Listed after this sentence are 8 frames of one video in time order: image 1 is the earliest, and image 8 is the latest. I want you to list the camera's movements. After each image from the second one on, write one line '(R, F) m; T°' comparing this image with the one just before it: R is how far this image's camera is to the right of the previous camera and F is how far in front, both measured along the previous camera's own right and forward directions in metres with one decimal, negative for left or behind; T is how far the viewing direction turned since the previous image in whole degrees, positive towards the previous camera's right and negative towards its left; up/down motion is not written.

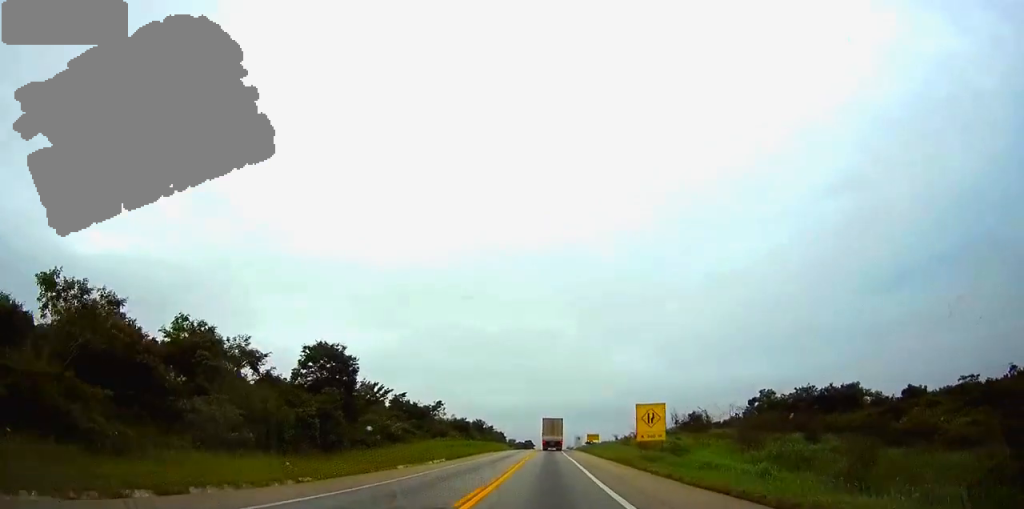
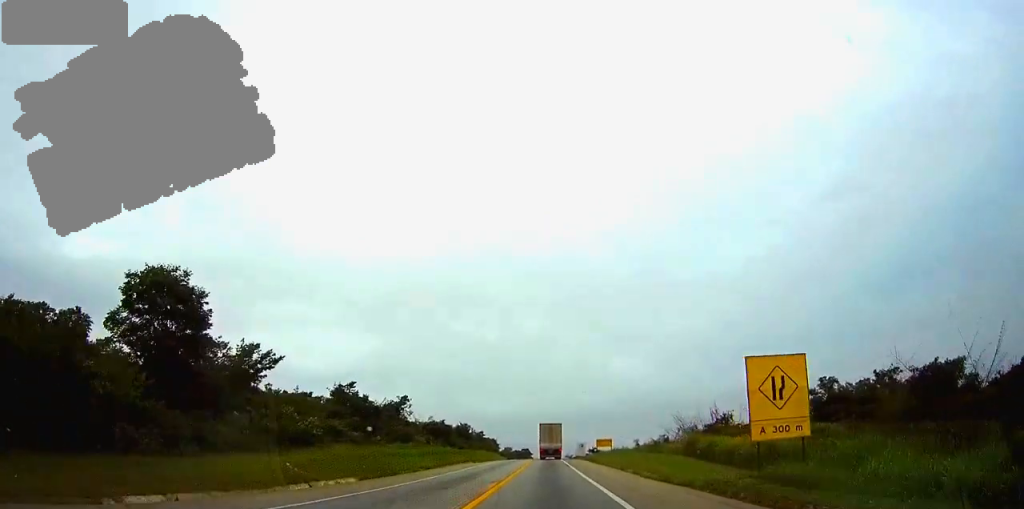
(+0.1, +26.1) m; 0°
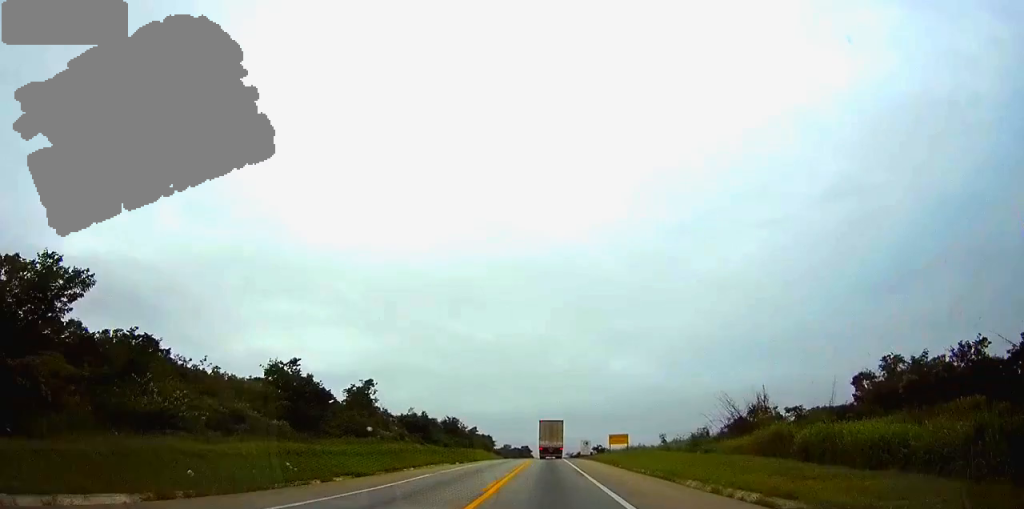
(0.0, +17.6) m; 0°
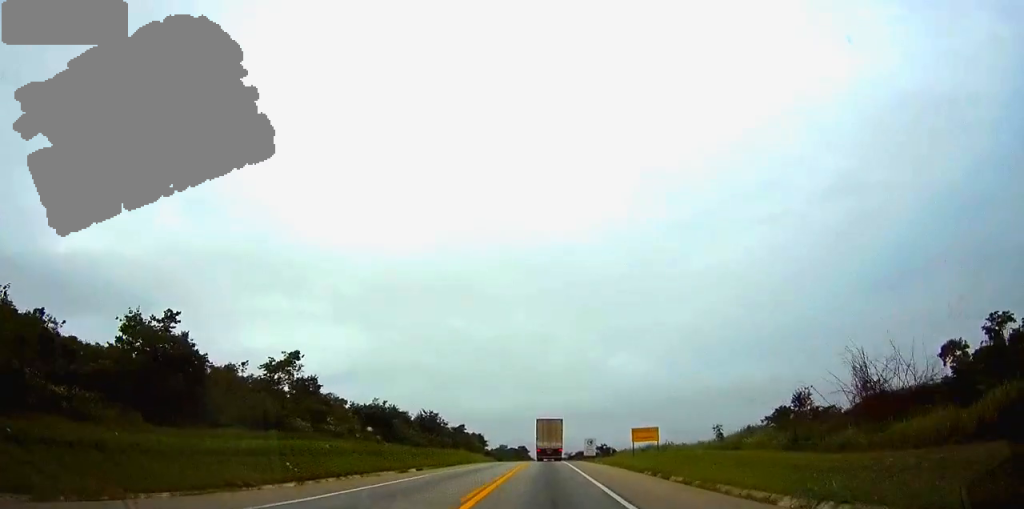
(-0.1, +20.4) m; 0°
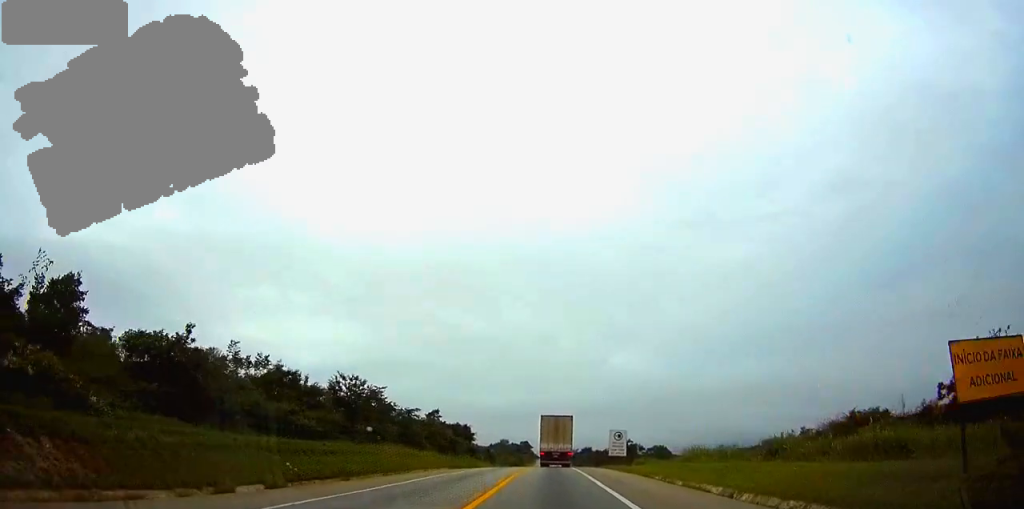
(-0.1, +40.9) m; 0°
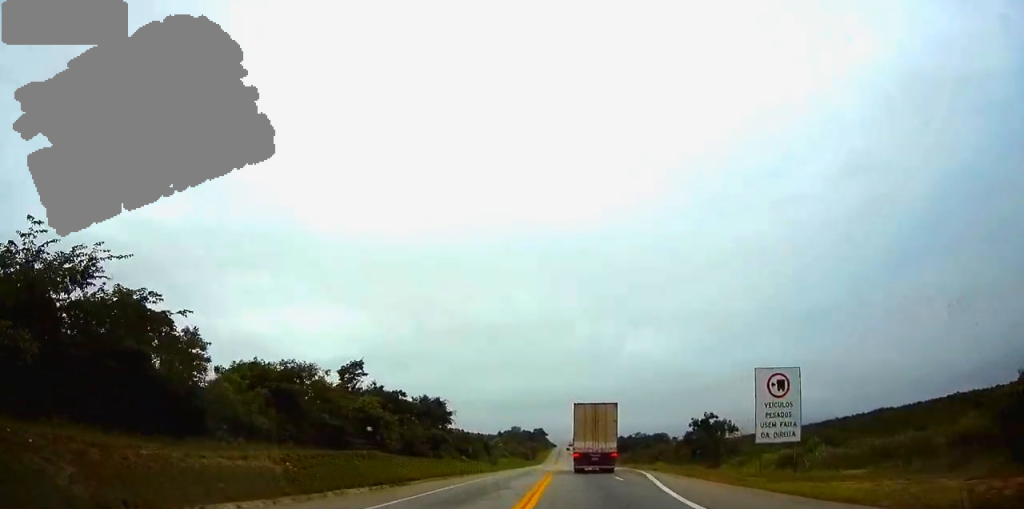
(-0.3, +52.6) m; -1°
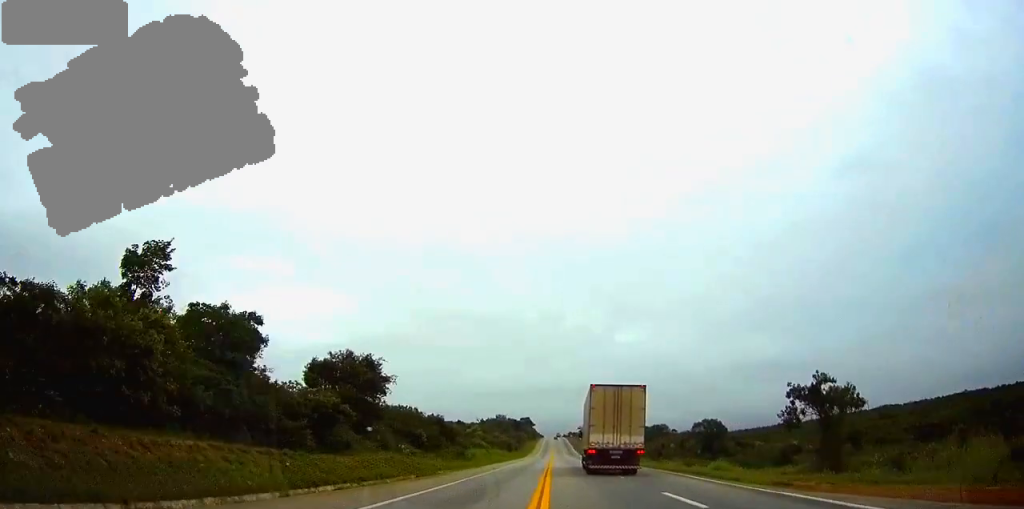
(+0.1, +31.4) m; +1°
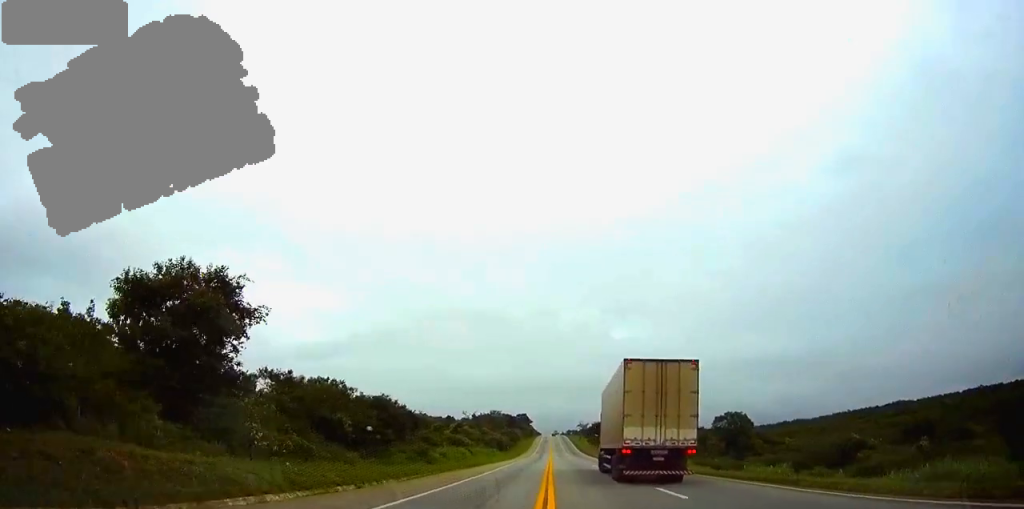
(+0.2, +29.1) m; 0°
